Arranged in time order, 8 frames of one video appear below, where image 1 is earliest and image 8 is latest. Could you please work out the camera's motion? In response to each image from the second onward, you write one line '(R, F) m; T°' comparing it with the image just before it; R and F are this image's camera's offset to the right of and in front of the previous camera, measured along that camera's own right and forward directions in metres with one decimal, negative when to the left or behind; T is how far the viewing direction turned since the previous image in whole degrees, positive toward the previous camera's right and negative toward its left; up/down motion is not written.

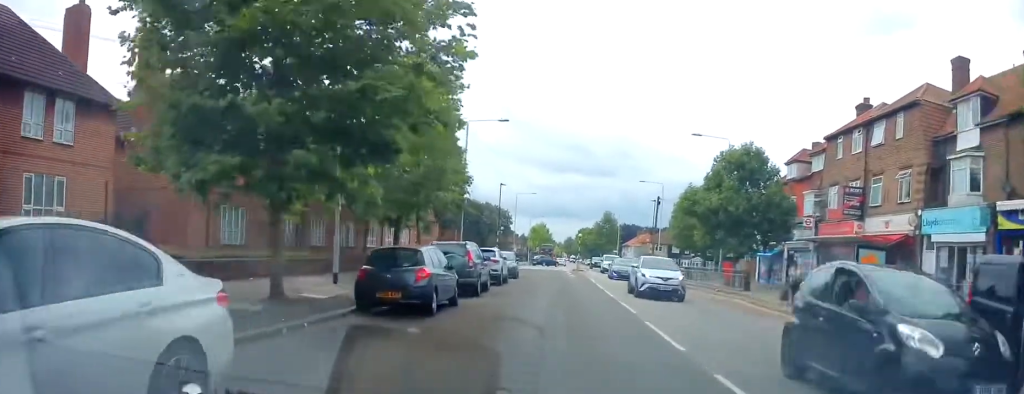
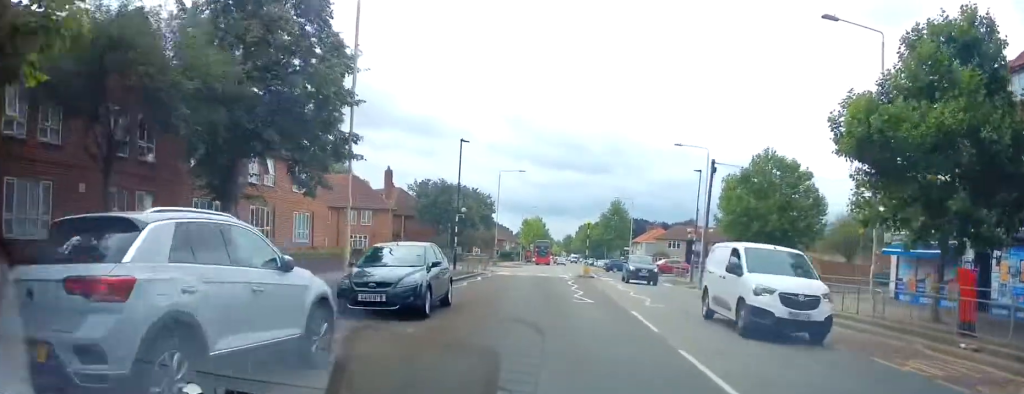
(-1.5, +22.8) m; -7°
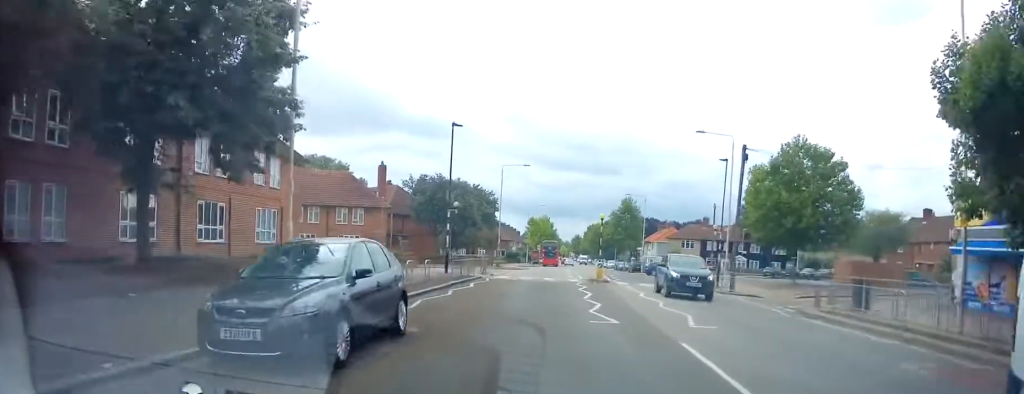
(-0.3, +5.1) m; -2°
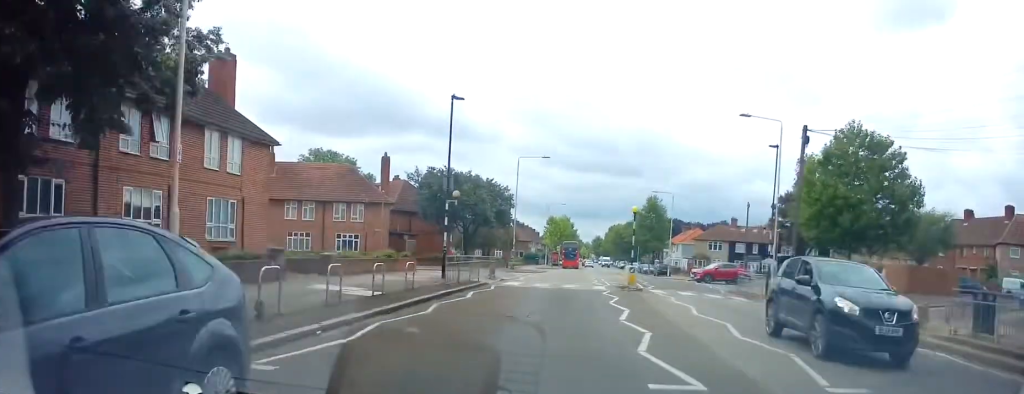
(-0.1, +5.9) m; -1°
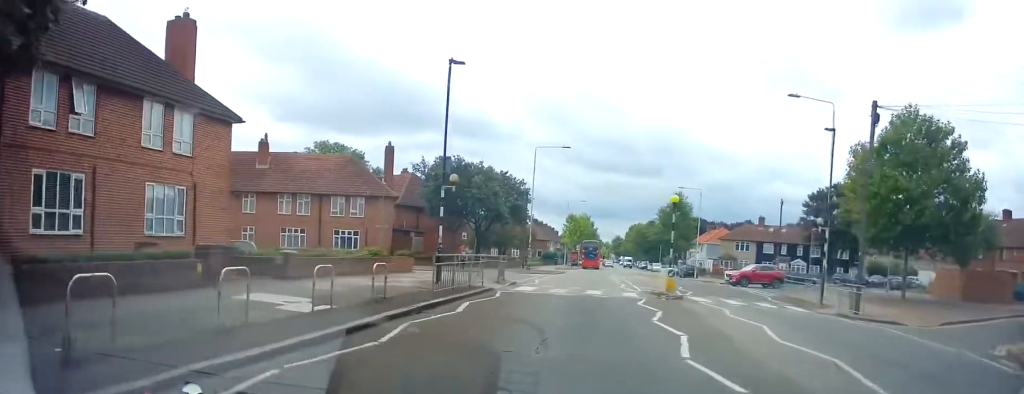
(0.0, +4.9) m; 0°
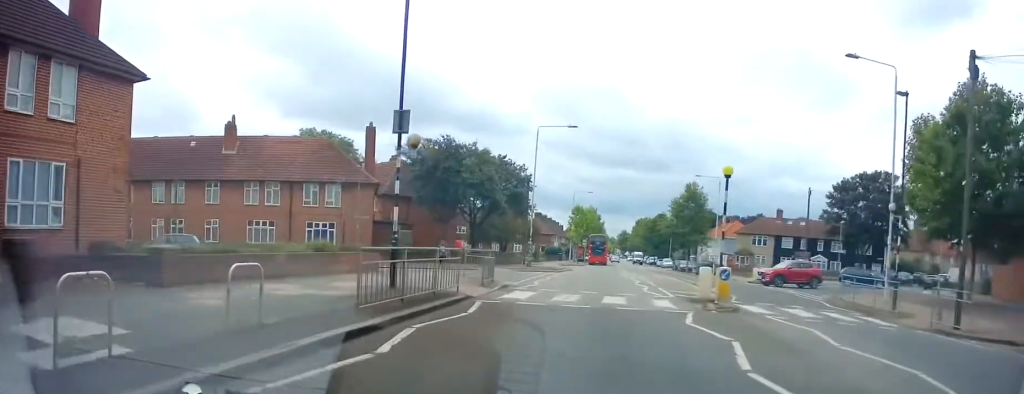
(-0.1, +6.1) m; -1°
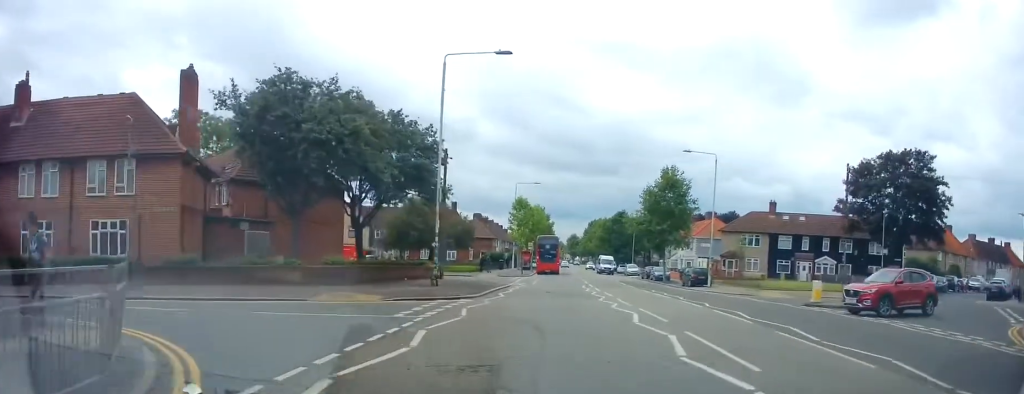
(+0.3, +17.2) m; +4°
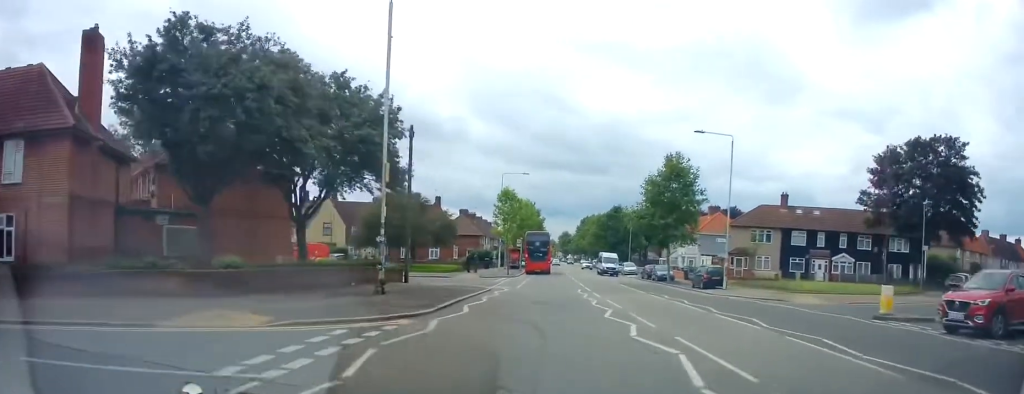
(+0.2, +6.4) m; +1°
